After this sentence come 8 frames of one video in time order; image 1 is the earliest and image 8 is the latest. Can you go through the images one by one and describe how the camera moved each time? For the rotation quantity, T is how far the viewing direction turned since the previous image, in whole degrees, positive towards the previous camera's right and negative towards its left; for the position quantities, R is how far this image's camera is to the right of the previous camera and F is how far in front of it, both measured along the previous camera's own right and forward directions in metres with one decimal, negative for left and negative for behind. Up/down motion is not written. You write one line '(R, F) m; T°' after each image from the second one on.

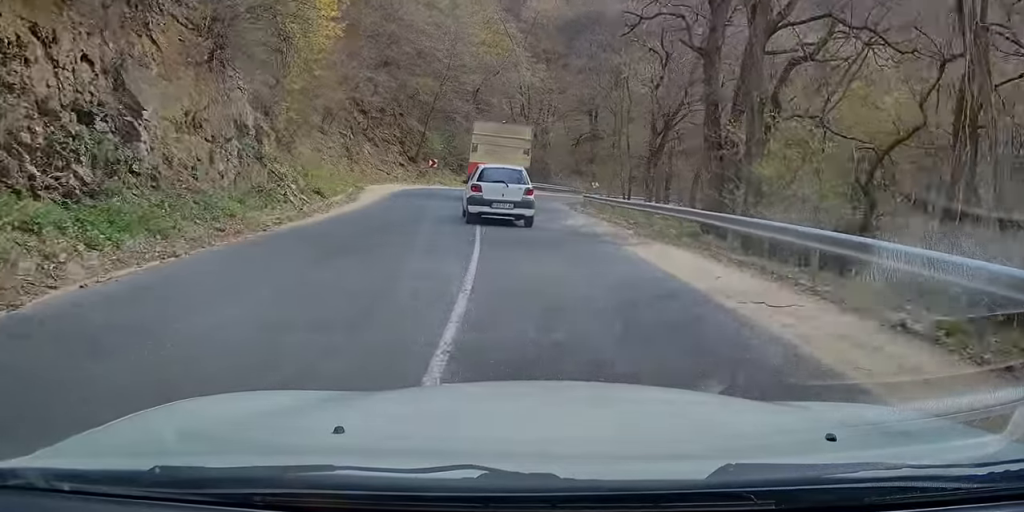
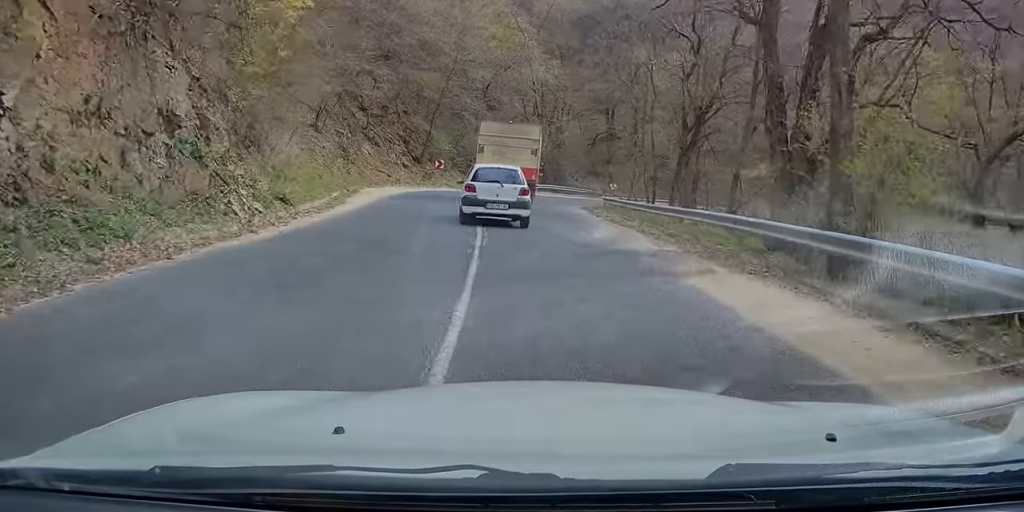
(0.0, +3.8) m; 0°
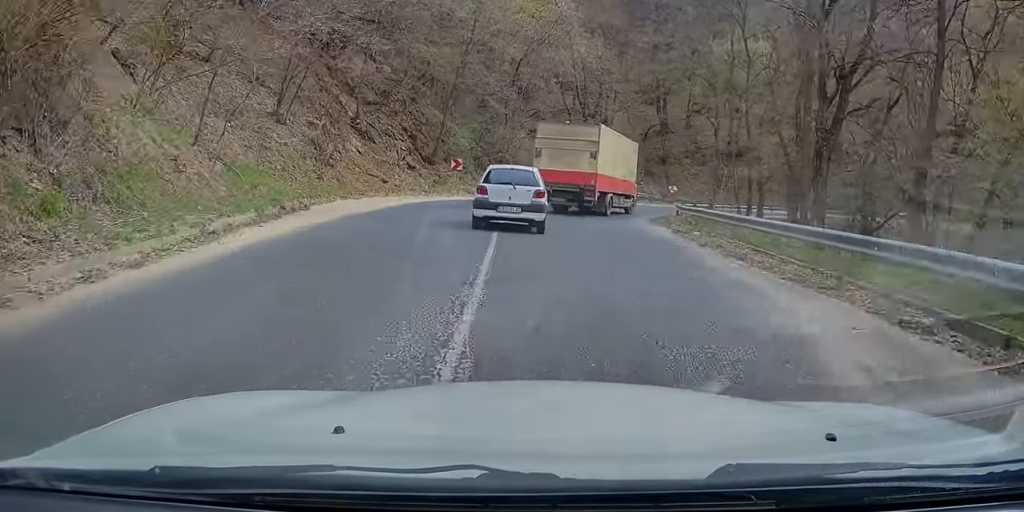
(-0.4, +10.3) m; -6°
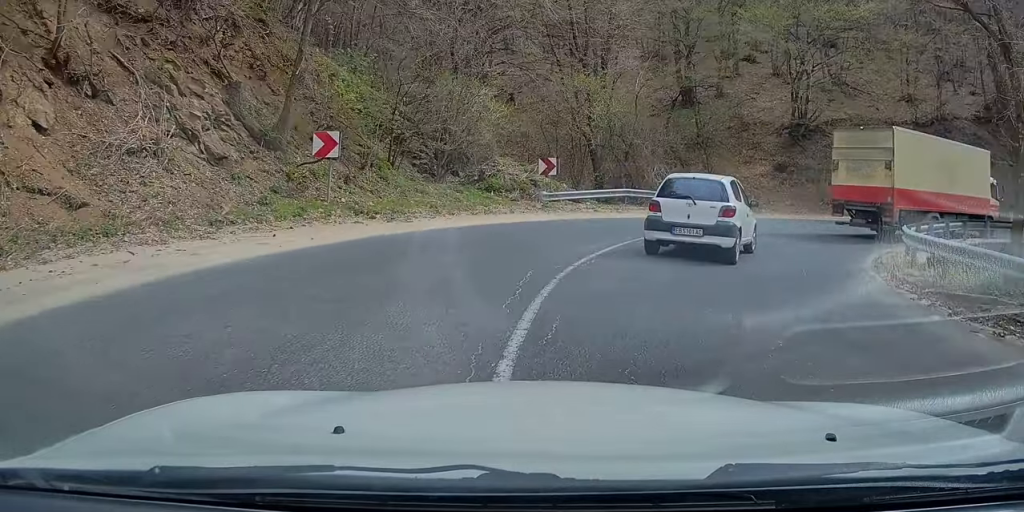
(-0.5, +20.0) m; +2°
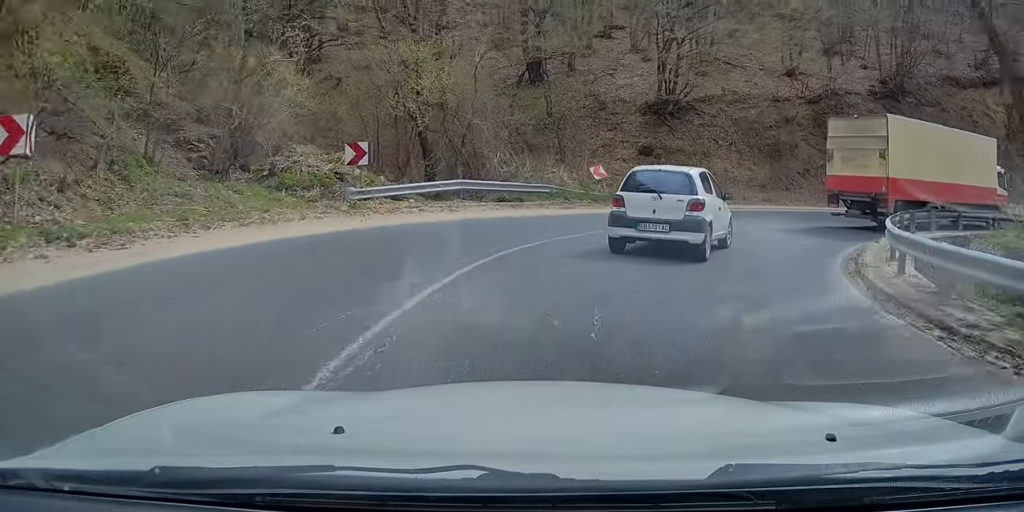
(+0.1, +5.7) m; +9°
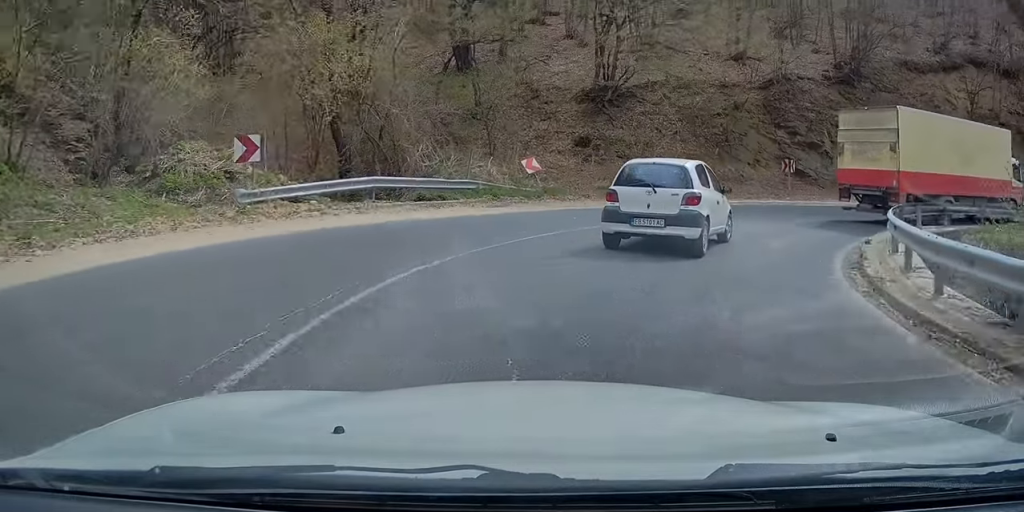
(+0.3, +2.7) m; +8°
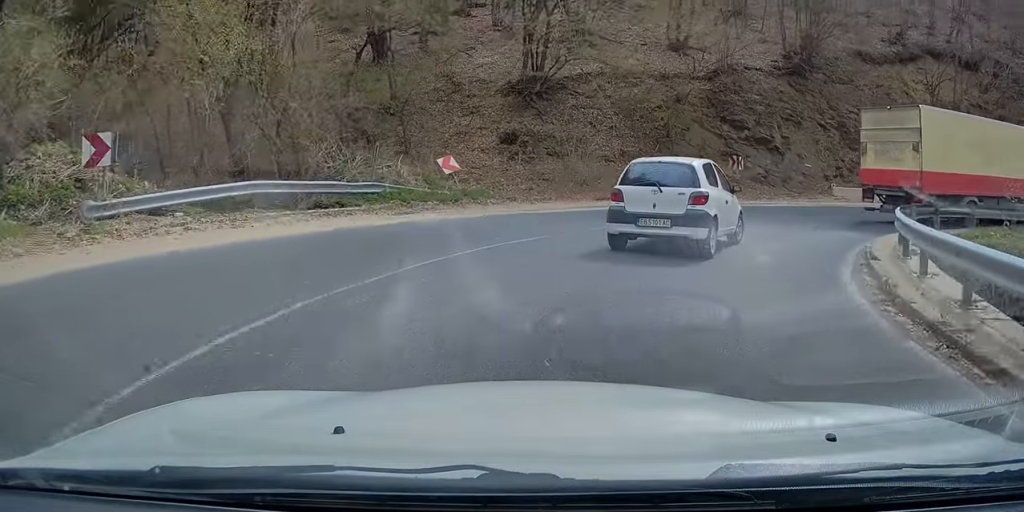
(0.0, +3.1) m; +9°
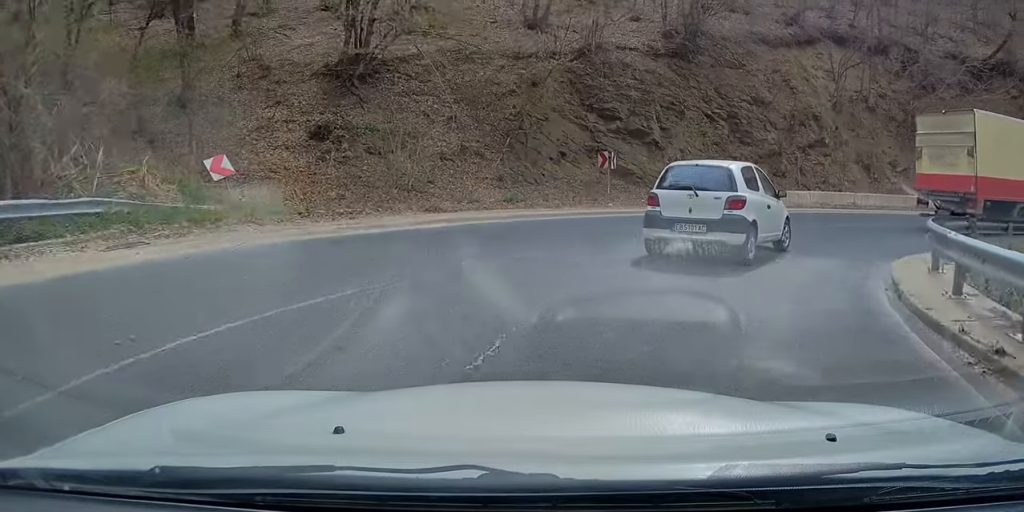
(+1.3, +5.7) m; +12°
